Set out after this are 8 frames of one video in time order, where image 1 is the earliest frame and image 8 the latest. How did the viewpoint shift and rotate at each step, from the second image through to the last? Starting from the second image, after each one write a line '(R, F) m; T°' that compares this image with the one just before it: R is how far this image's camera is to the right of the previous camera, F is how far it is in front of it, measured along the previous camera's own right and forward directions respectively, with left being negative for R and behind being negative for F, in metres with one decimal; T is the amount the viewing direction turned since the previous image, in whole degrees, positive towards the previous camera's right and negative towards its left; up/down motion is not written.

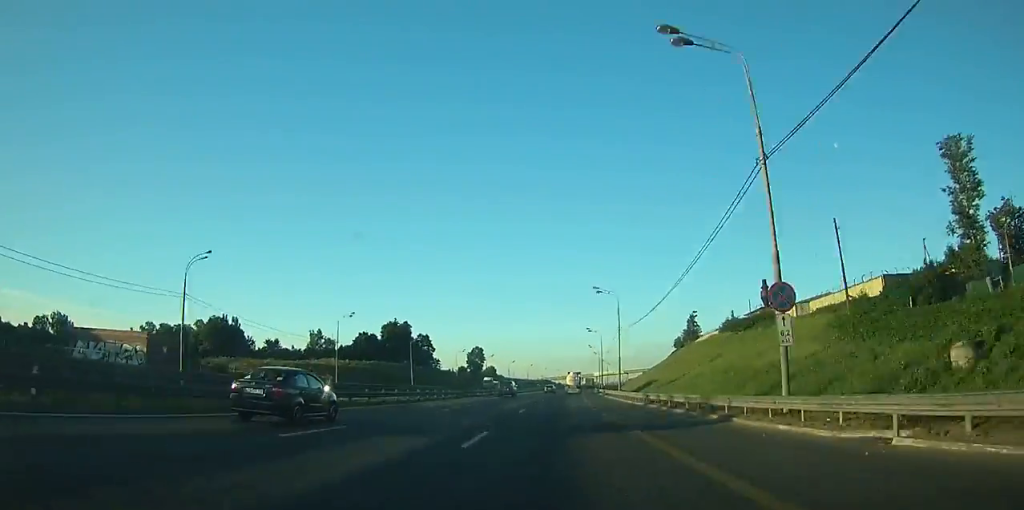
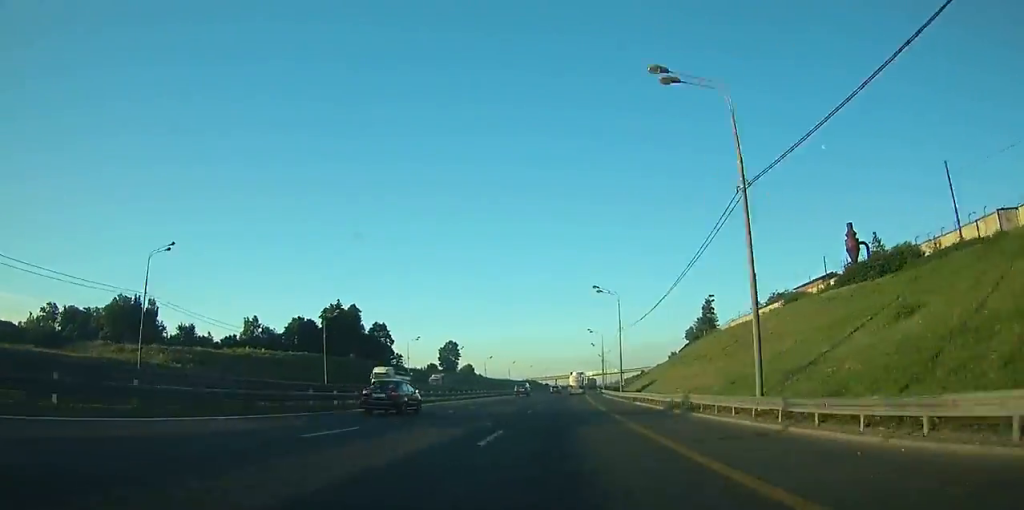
(+0.3, +51.3) m; +2°
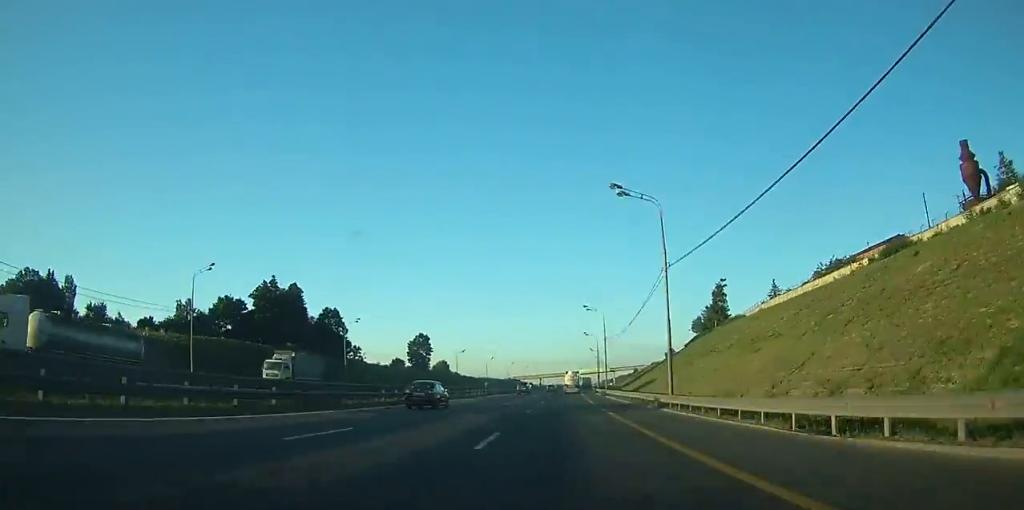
(+0.7, +34.8) m; +1°
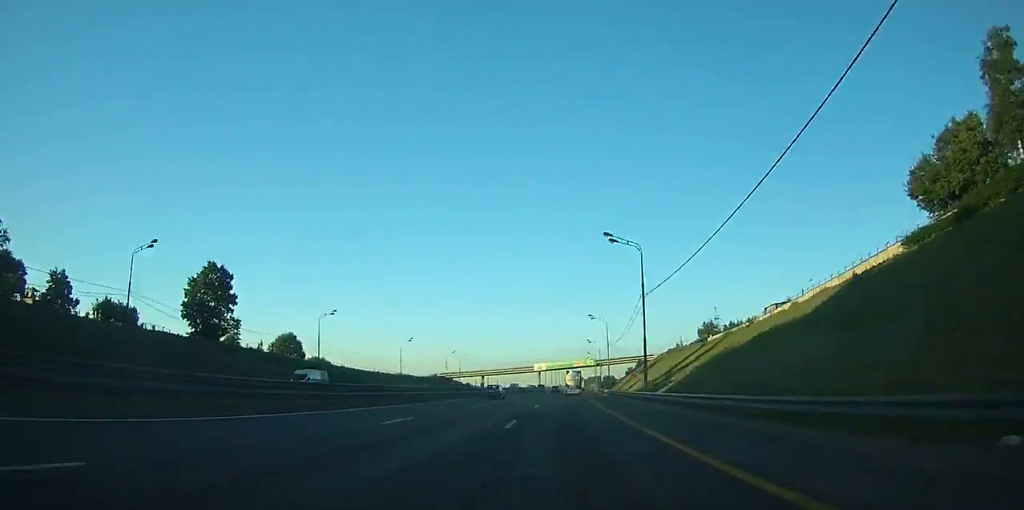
(+4.8, +137.0) m; +4°
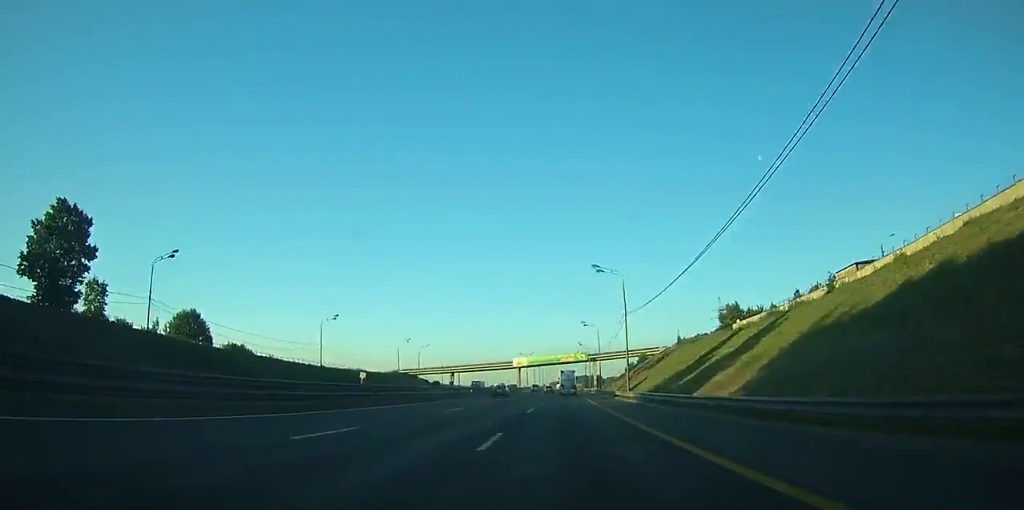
(+0.6, +38.6) m; +1°
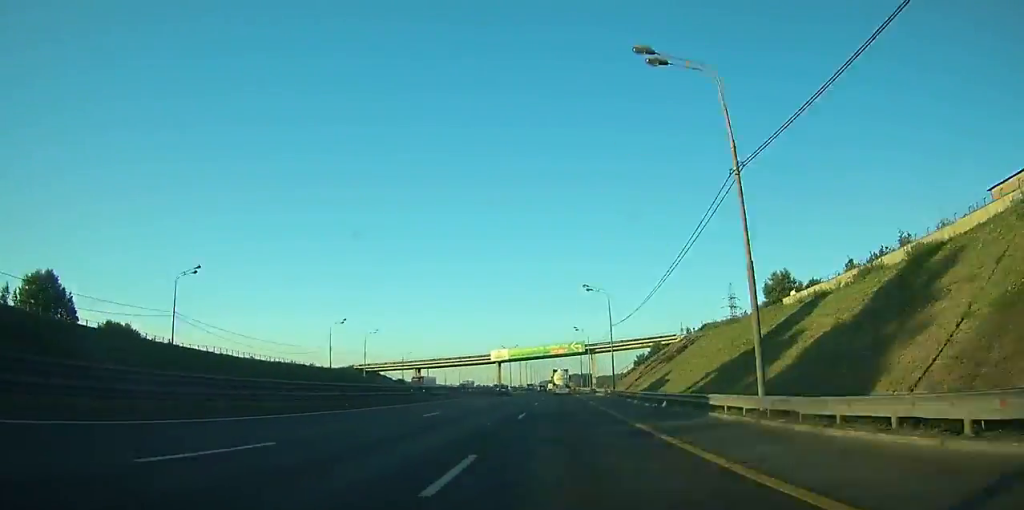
(0.0, +36.0) m; +1°
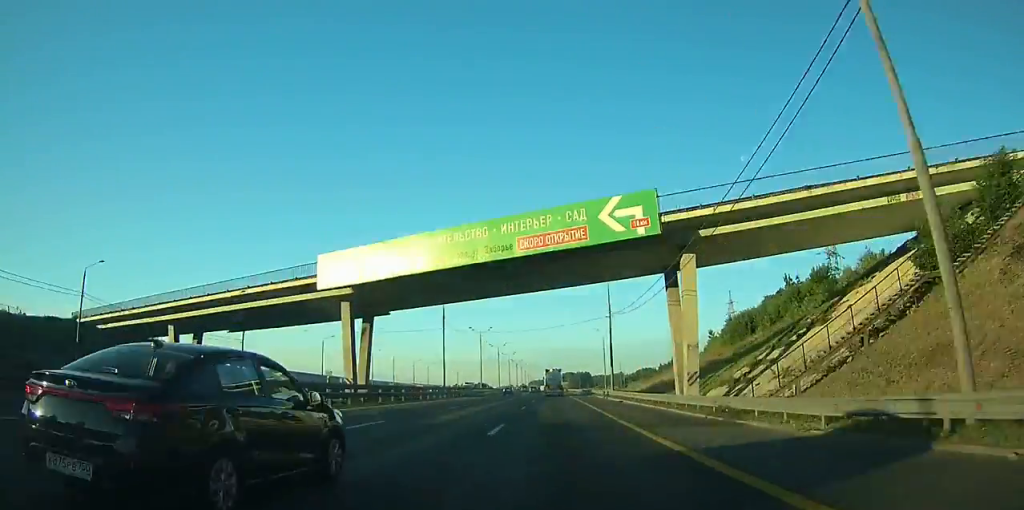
(+1.8, +99.4) m; +1°
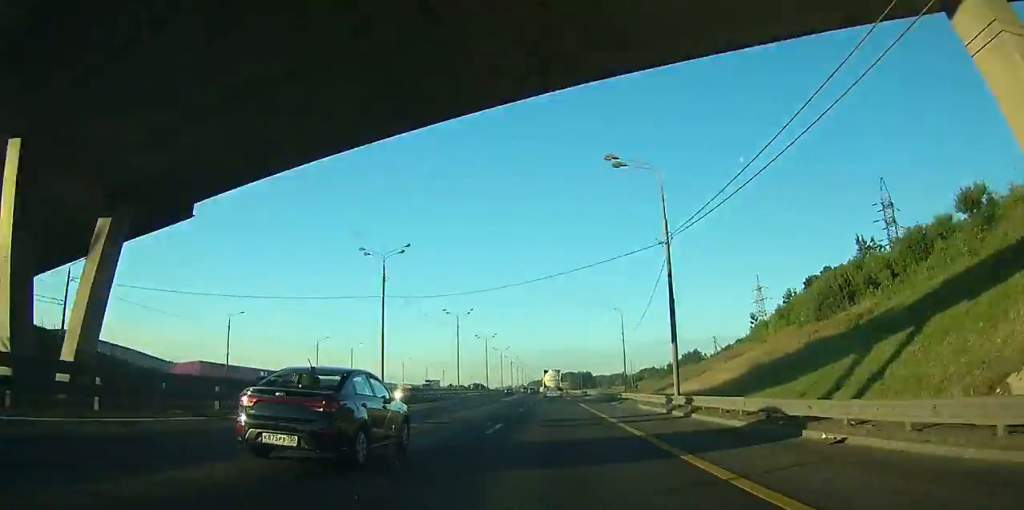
(+0.1, +30.4) m; 0°
